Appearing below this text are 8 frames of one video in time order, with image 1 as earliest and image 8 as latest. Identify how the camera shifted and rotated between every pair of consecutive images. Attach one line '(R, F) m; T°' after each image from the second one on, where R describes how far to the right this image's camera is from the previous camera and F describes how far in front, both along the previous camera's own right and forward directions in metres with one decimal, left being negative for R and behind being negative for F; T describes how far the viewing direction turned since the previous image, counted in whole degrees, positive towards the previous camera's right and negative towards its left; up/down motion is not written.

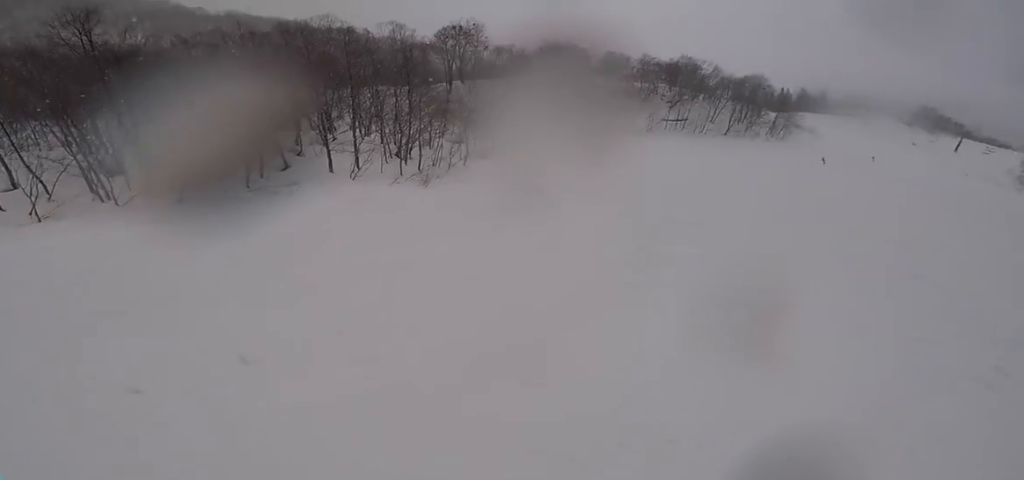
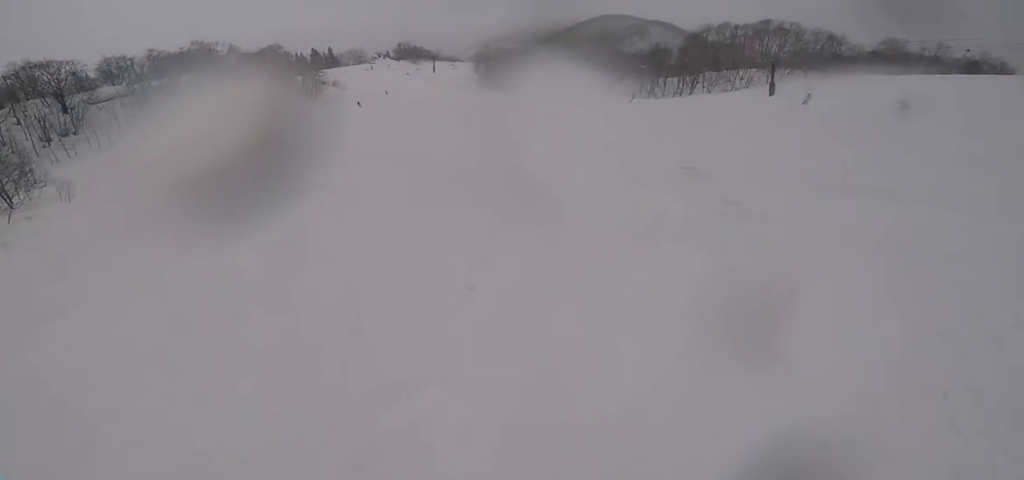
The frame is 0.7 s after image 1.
(+0.8, +3.0) m; +33°
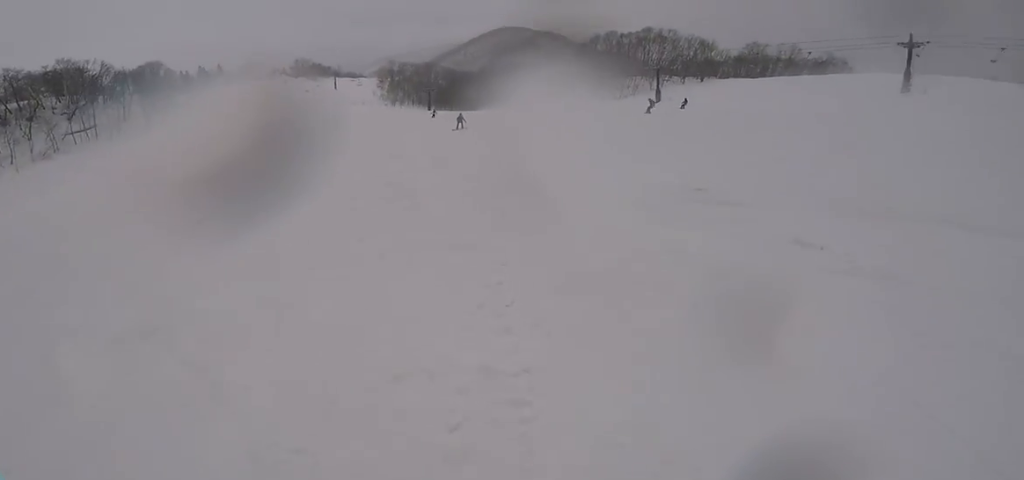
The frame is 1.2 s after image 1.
(+0.7, +2.3) m; +10°
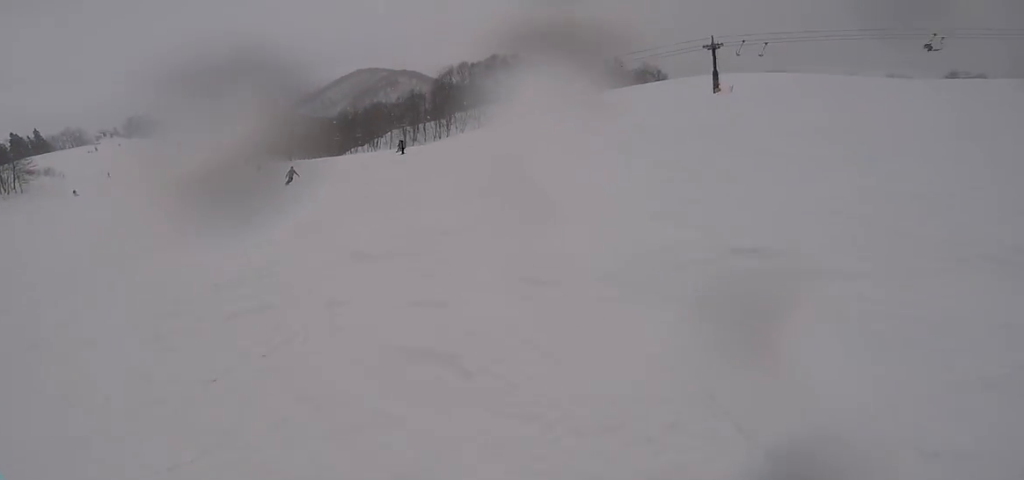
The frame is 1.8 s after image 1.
(+0.5, +3.0) m; +10°
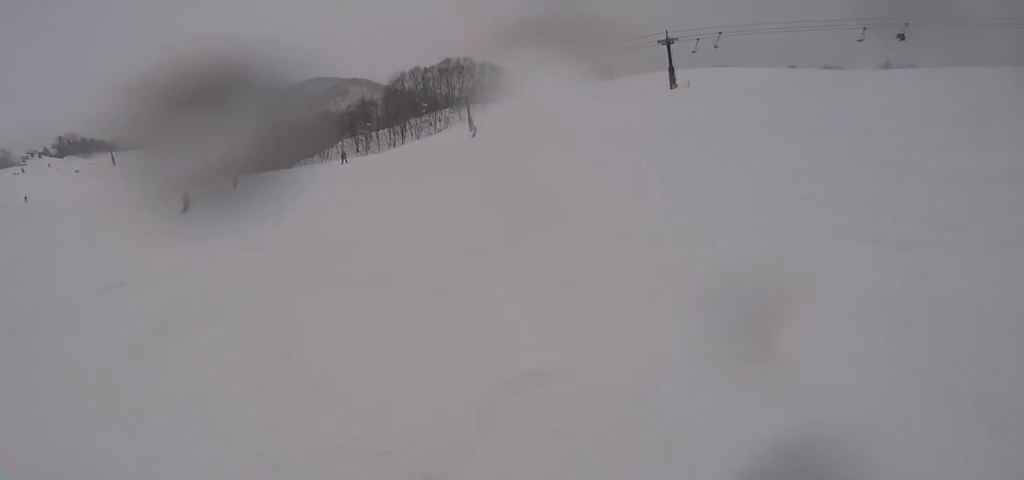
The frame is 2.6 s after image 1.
(0.0, +4.3) m; 0°
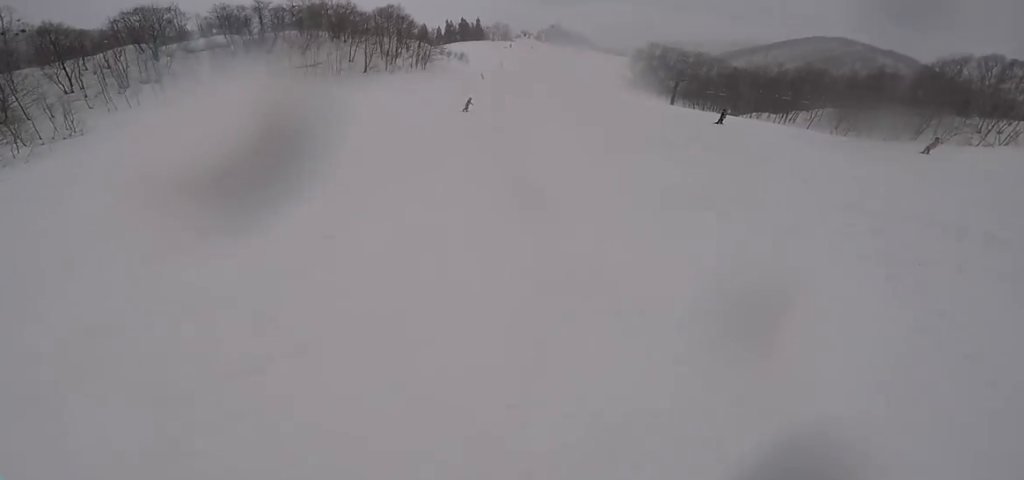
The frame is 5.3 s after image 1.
(-3.0, +13.5) m; -63°
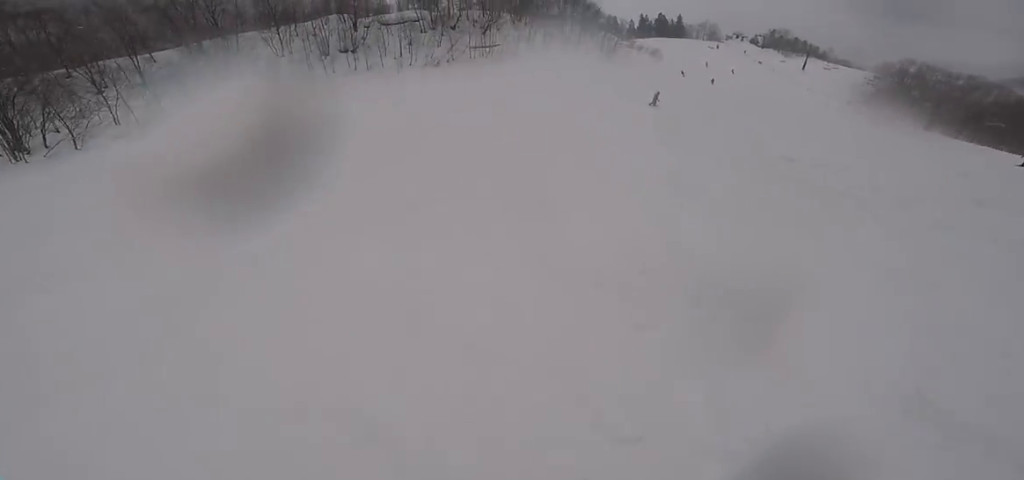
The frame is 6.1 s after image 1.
(-1.4, +3.9) m; -30°
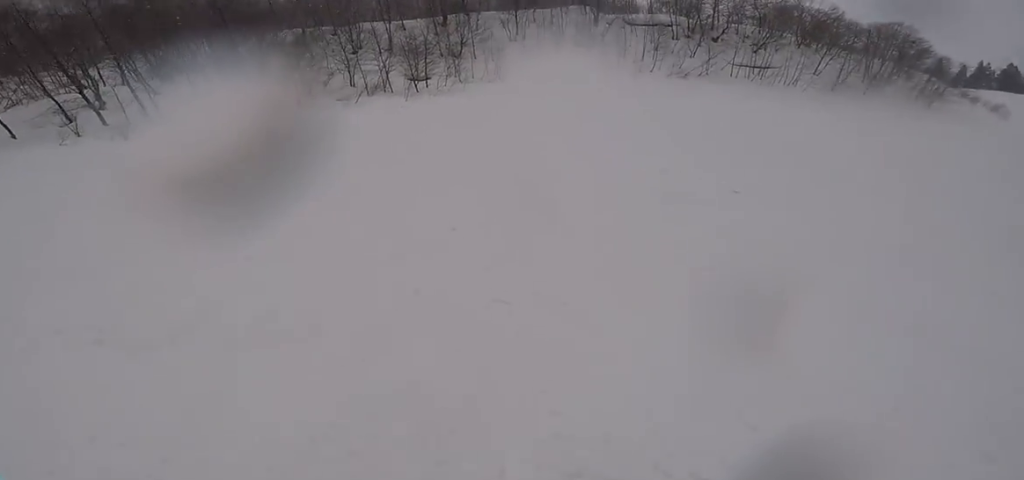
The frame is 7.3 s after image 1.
(-1.5, +7.0) m; +2°
